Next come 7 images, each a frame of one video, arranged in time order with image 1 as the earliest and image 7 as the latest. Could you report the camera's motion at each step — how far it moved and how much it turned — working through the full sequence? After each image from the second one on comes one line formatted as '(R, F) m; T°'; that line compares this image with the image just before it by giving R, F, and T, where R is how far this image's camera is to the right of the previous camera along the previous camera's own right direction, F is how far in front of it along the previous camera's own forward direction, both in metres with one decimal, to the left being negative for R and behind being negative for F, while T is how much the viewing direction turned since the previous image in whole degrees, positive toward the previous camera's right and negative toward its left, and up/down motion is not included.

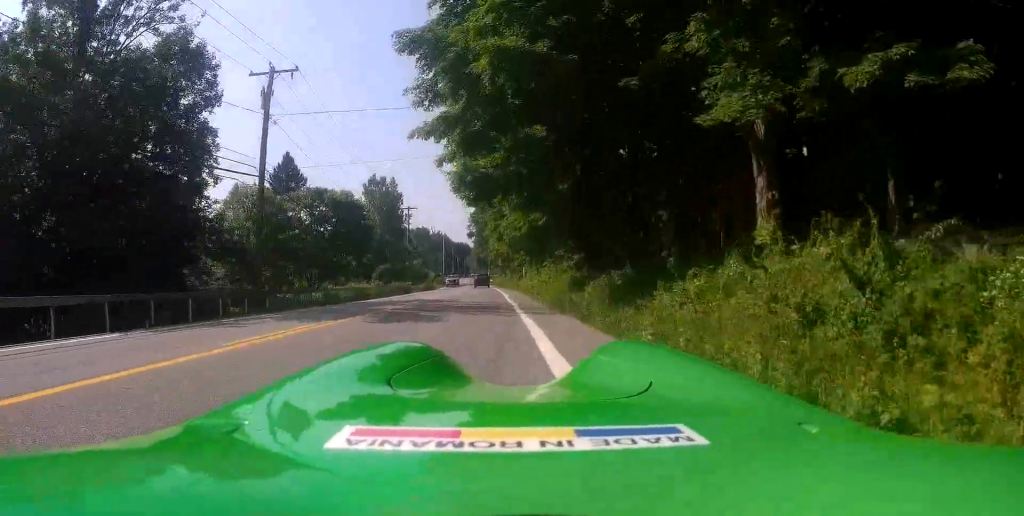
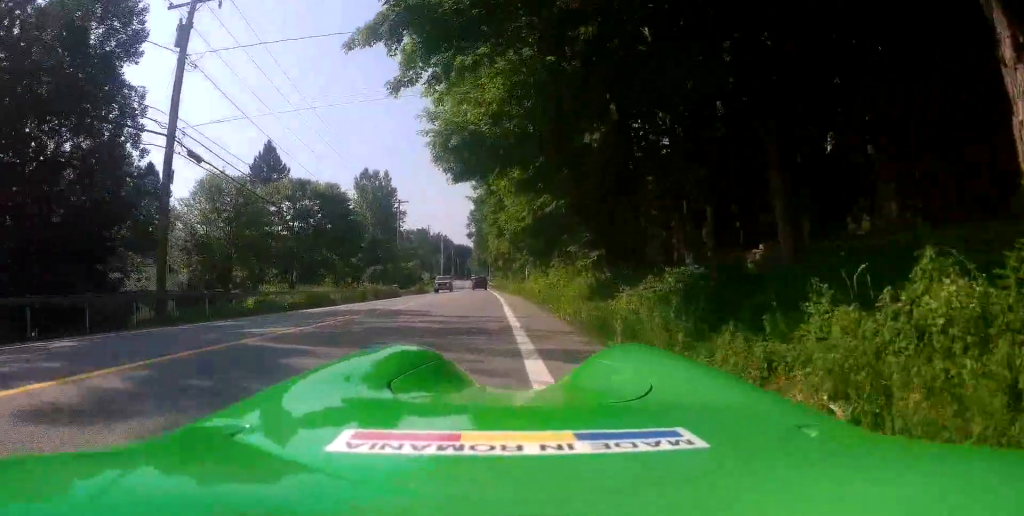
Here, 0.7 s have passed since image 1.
(0.0, +8.4) m; 0°
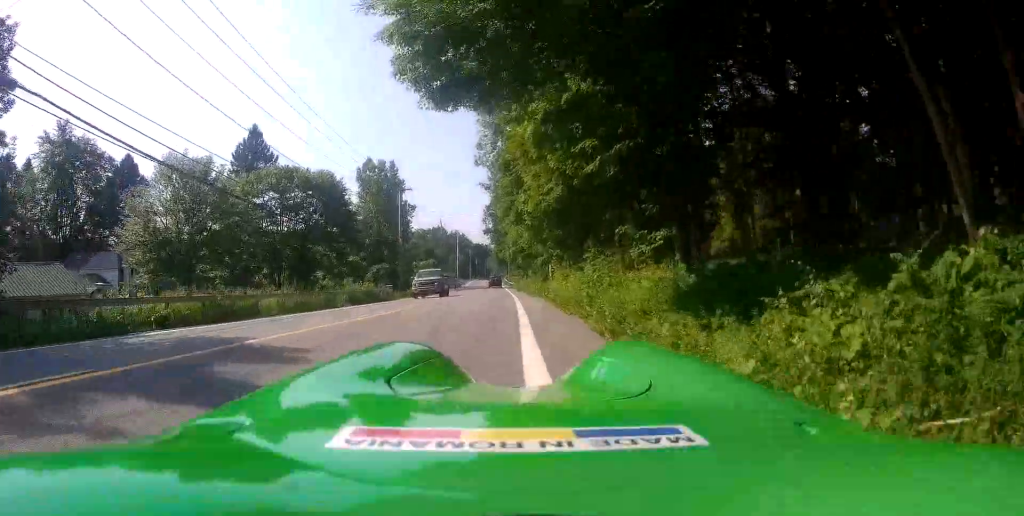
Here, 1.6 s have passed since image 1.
(0.0, +10.9) m; -2°
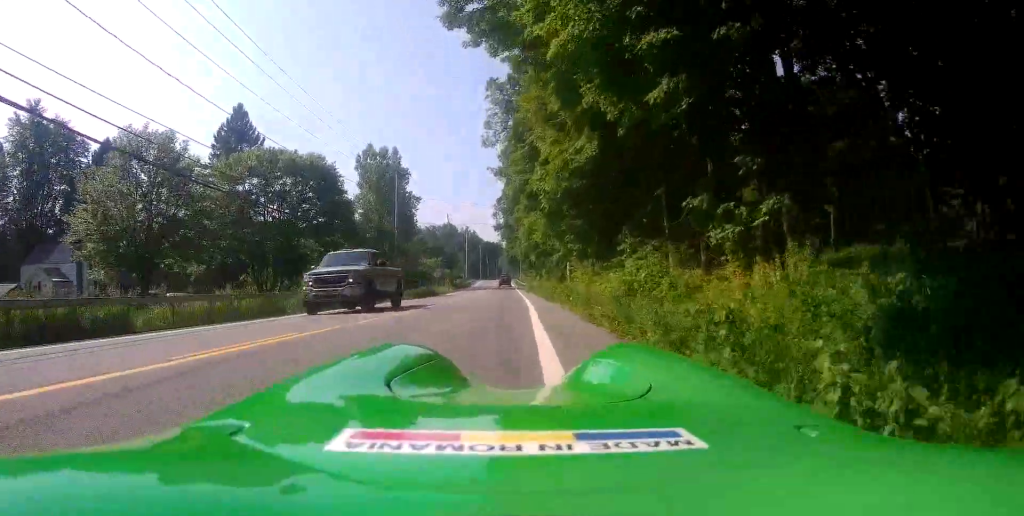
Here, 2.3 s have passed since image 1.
(0.0, +7.8) m; -2°
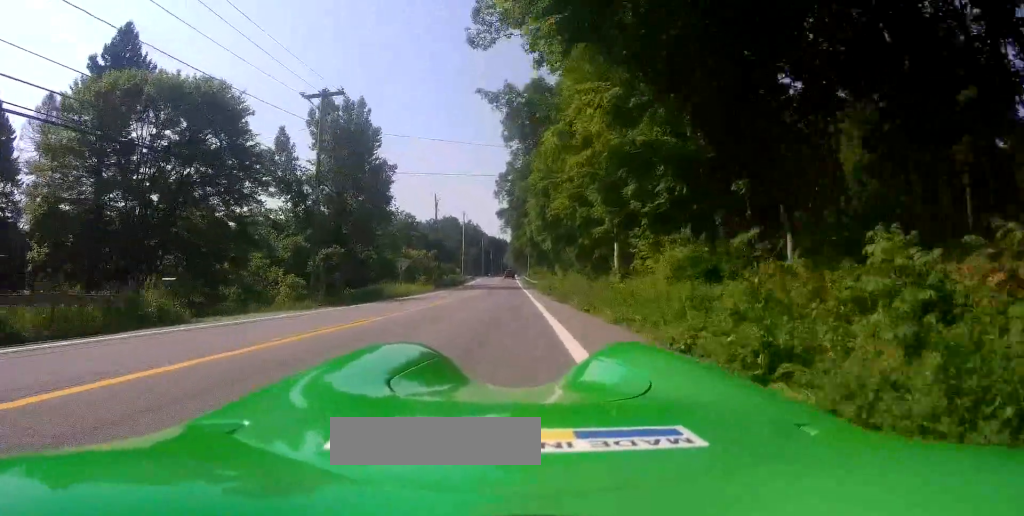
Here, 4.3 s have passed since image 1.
(0.0, +23.1) m; +2°
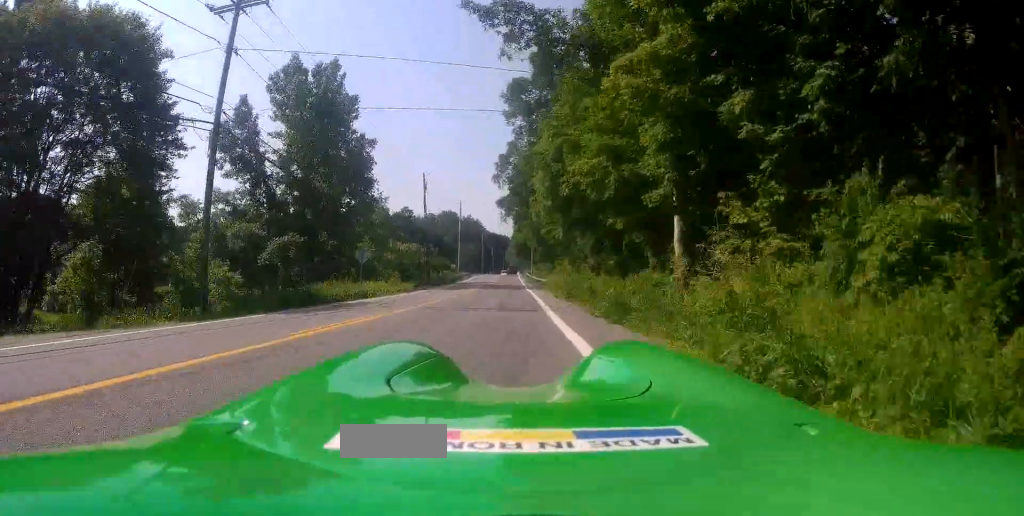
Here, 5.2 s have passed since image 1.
(+0.2, +11.1) m; -4°
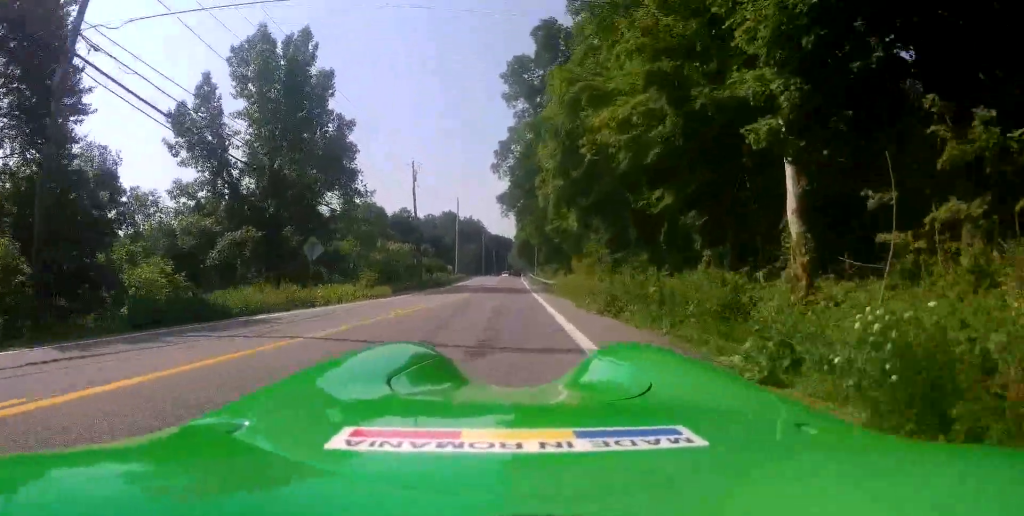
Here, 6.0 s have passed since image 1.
(-0.8, +8.3) m; -3°
